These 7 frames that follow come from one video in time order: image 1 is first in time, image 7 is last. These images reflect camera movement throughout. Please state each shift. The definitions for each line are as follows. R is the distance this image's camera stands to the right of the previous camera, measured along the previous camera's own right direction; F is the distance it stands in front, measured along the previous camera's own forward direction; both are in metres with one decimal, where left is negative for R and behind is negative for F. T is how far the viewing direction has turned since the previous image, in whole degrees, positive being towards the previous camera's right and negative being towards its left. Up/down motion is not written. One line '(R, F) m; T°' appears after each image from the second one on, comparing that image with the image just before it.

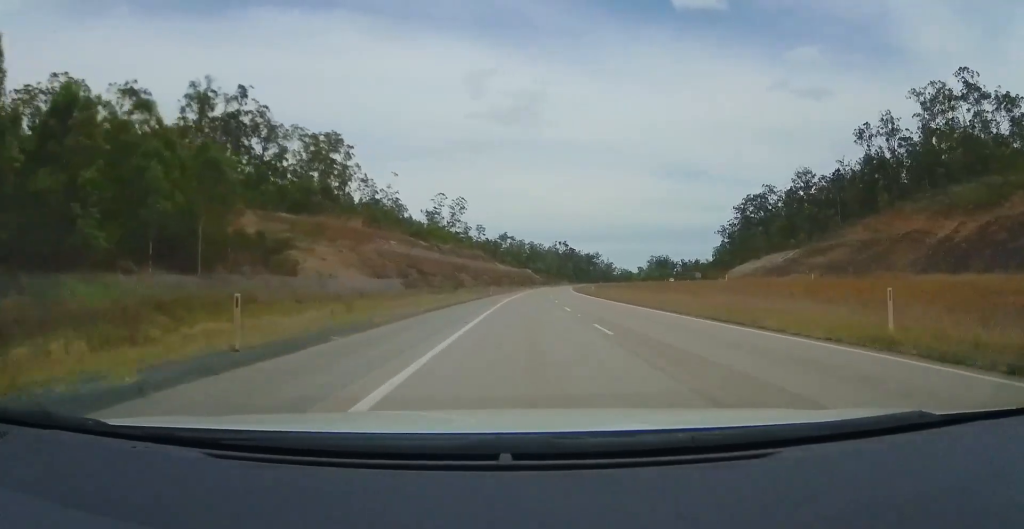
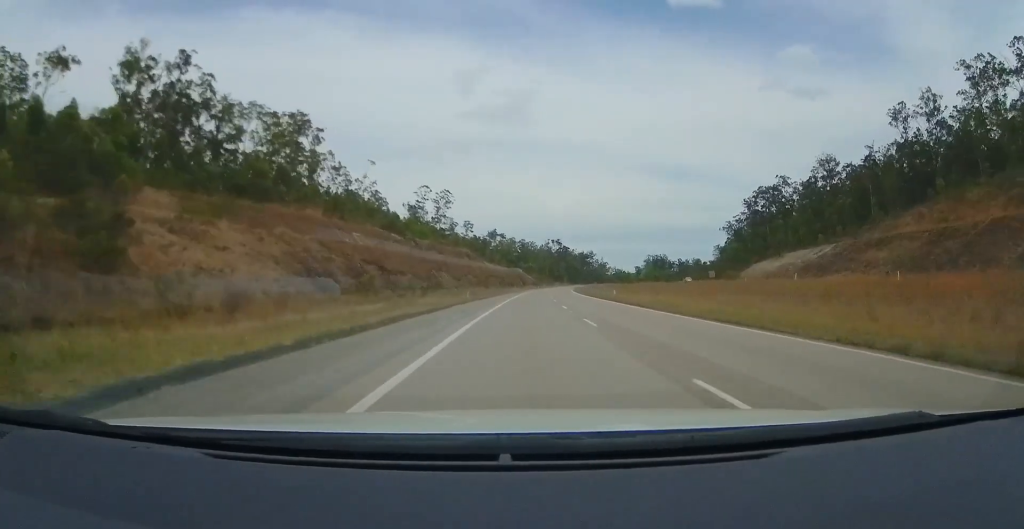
(+0.3, +24.2) m; +2°
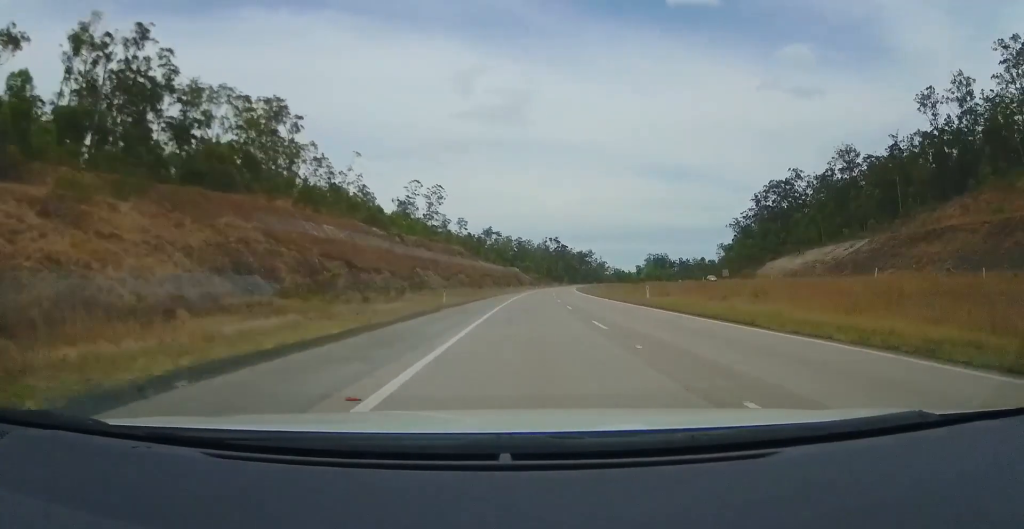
(+0.3, +17.2) m; +1°
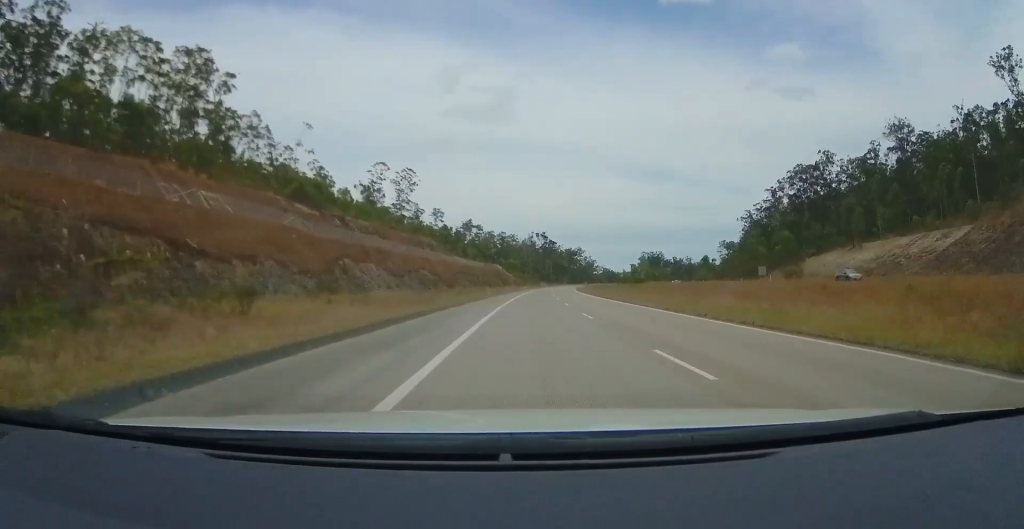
(+0.6, +37.9) m; +2°
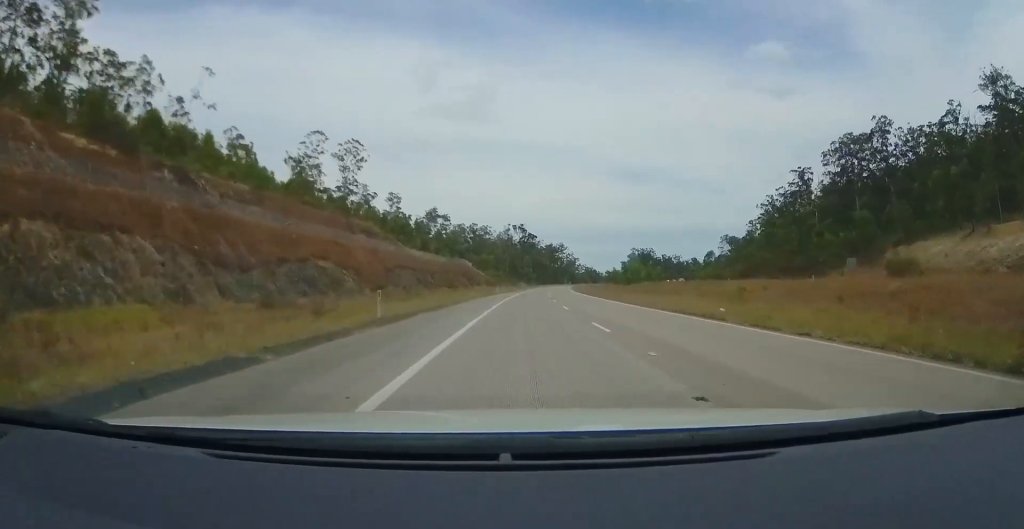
(+1.0, +46.9) m; +3°
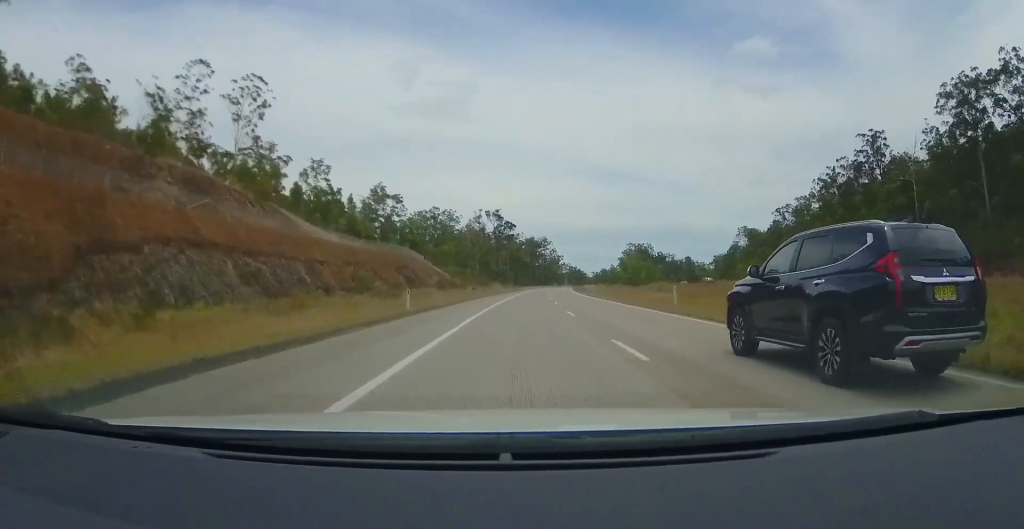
(+1.2, +56.2) m; +2°
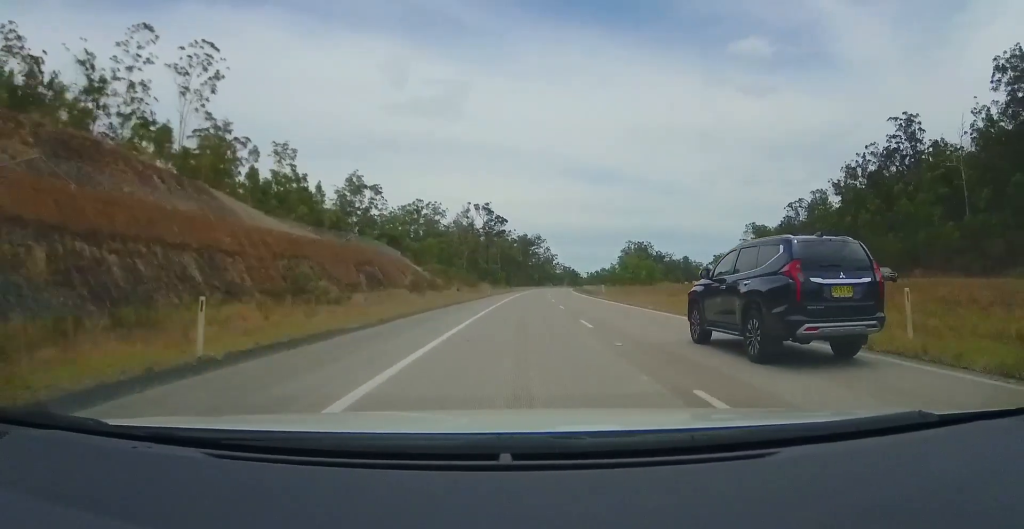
(+0.2, +18.0) m; +1°
